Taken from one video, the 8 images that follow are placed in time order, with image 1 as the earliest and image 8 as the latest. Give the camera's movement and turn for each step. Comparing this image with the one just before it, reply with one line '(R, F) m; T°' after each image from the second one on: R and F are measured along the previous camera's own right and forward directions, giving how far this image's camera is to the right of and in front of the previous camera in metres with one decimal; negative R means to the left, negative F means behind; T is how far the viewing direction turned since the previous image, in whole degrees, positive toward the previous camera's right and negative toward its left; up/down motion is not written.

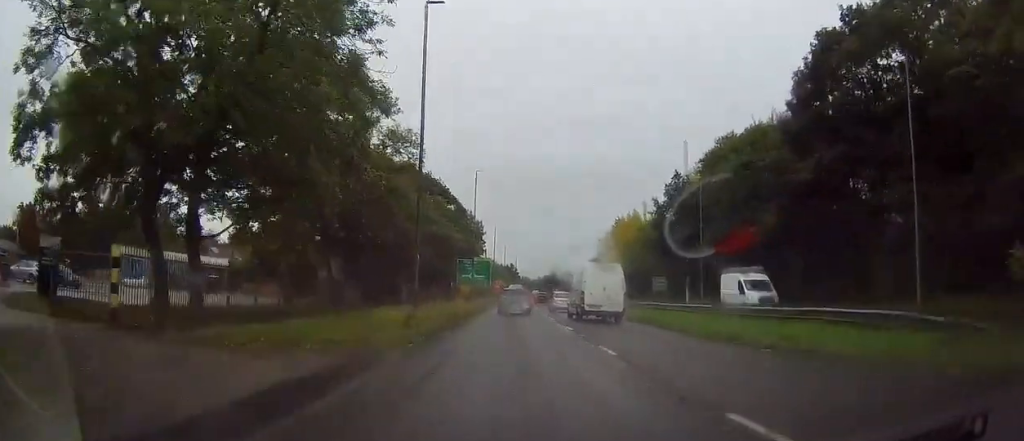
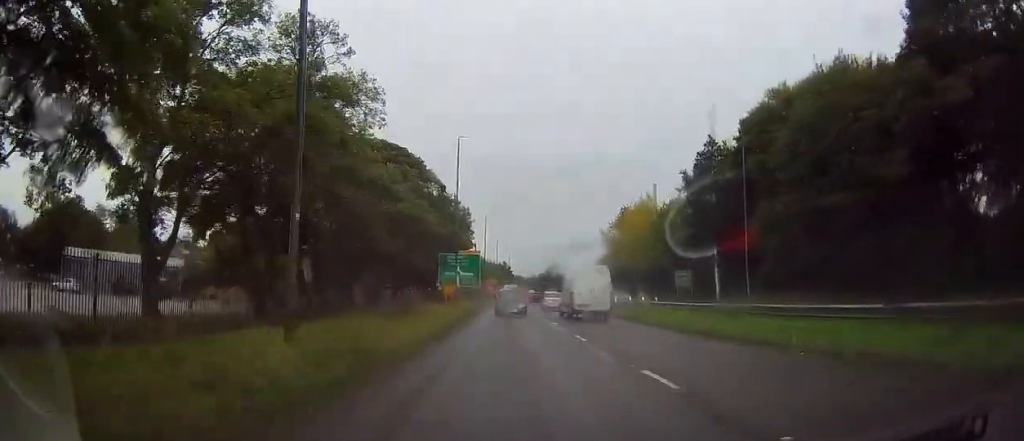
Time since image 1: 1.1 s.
(+0.2, +14.7) m; +1°
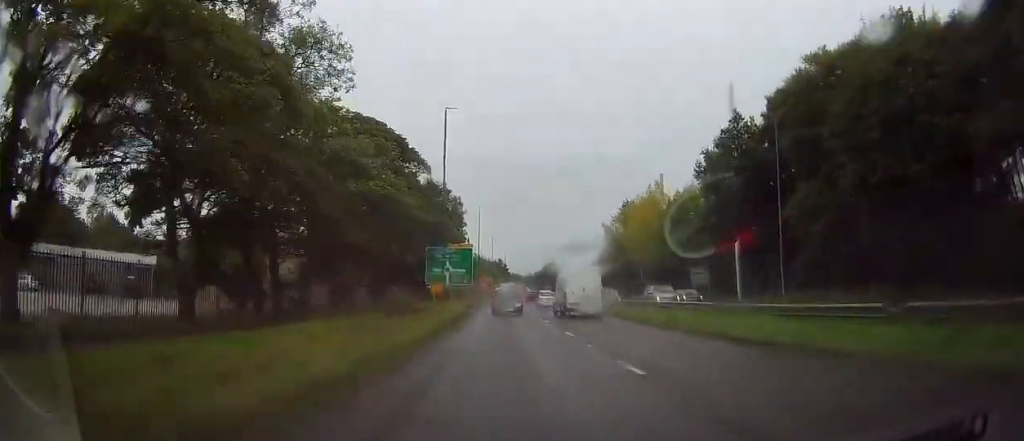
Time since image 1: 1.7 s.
(-0.1, +7.7) m; 0°
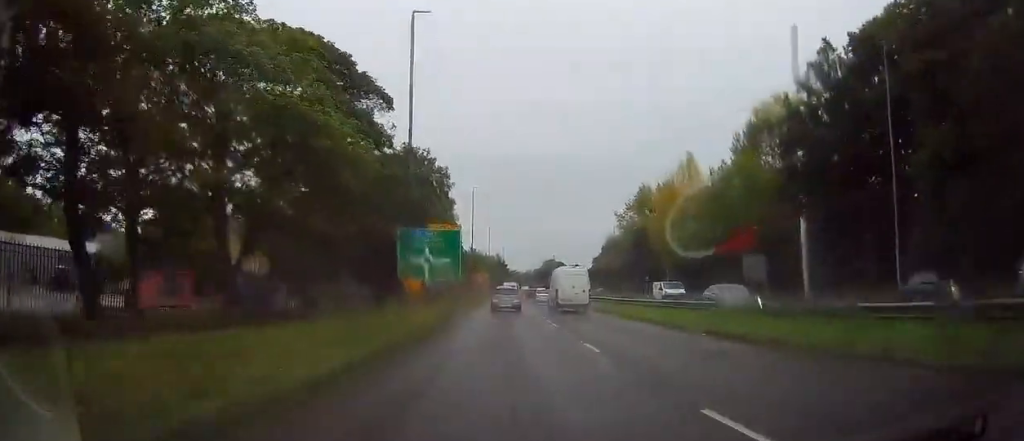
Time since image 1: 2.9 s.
(+0.3, +14.9) m; +2°
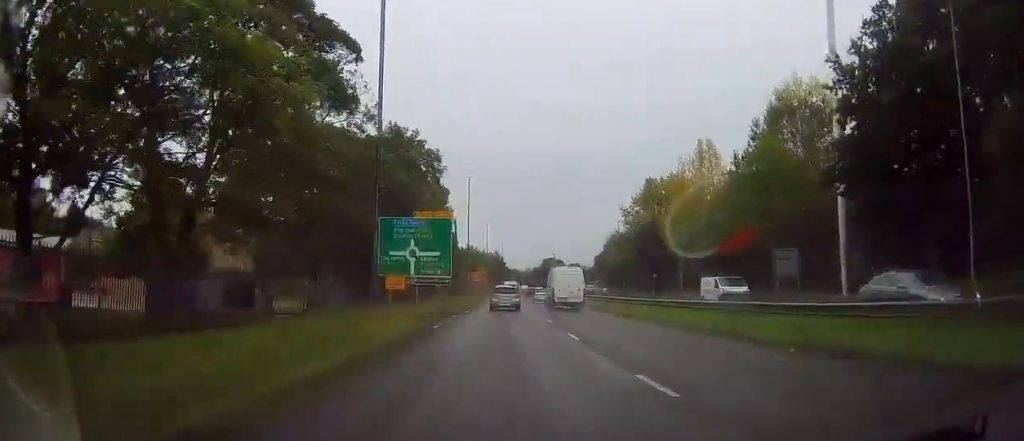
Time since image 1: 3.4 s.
(+0.1, +6.1) m; 0°
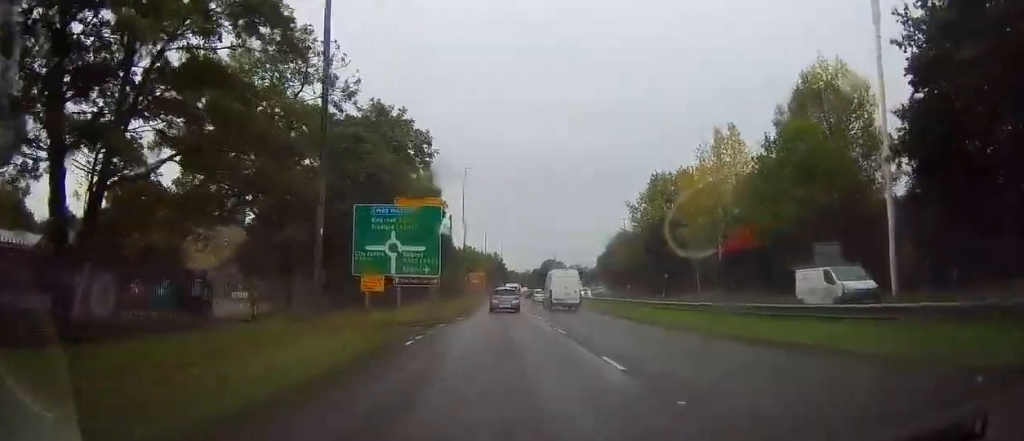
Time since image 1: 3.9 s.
(0.0, +6.1) m; 0°
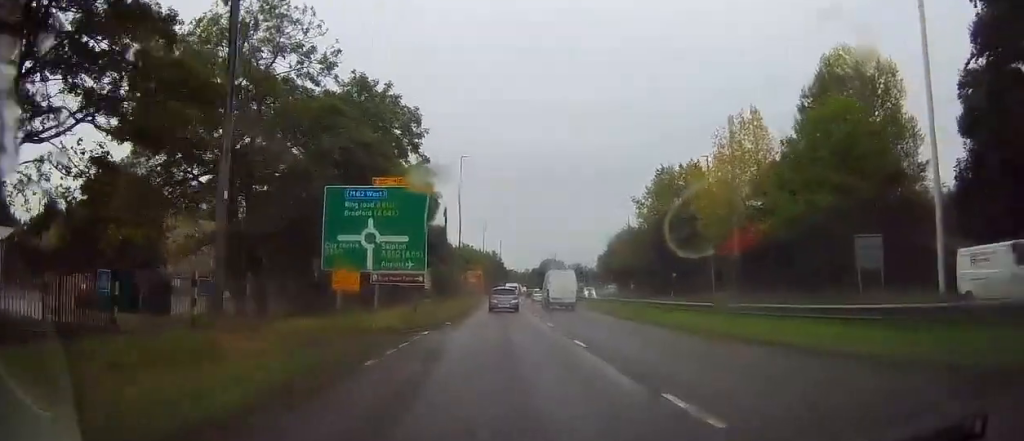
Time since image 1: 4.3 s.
(-0.1, +4.9) m; 0°
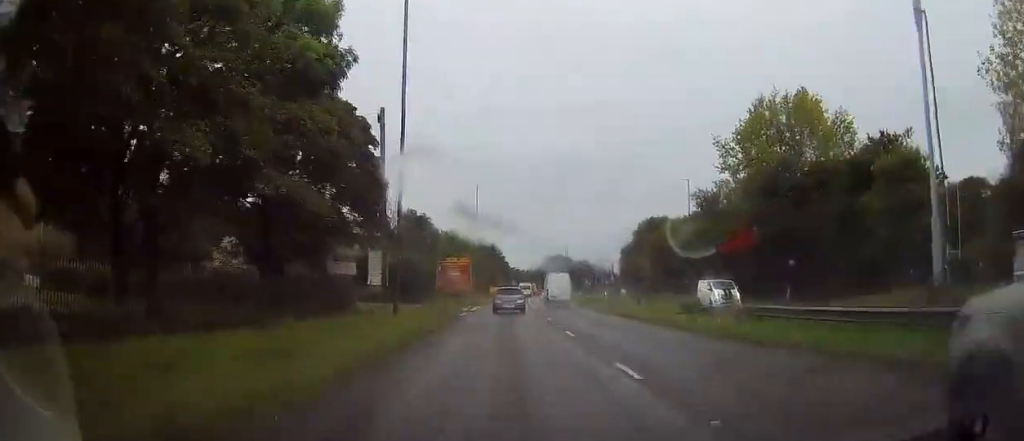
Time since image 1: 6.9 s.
(+0.4, +32.7) m; +1°
